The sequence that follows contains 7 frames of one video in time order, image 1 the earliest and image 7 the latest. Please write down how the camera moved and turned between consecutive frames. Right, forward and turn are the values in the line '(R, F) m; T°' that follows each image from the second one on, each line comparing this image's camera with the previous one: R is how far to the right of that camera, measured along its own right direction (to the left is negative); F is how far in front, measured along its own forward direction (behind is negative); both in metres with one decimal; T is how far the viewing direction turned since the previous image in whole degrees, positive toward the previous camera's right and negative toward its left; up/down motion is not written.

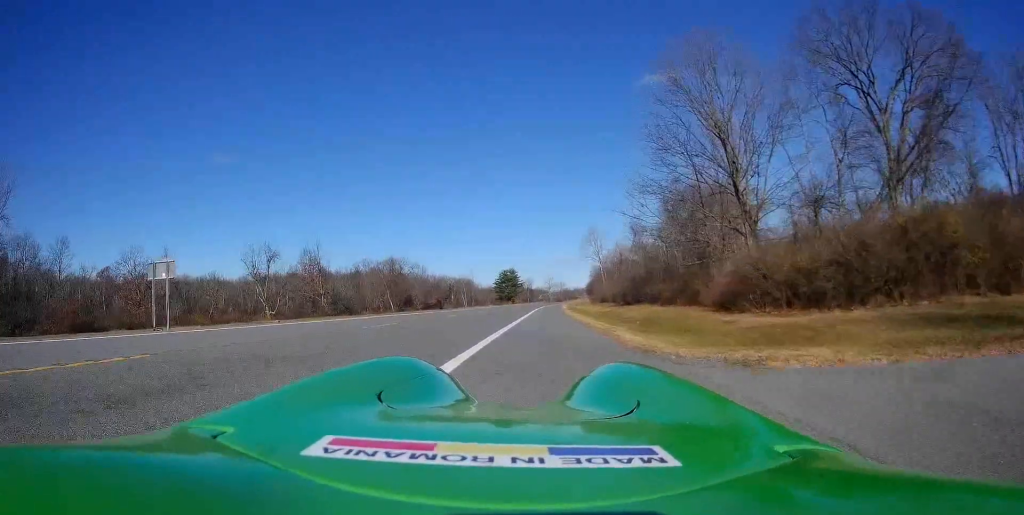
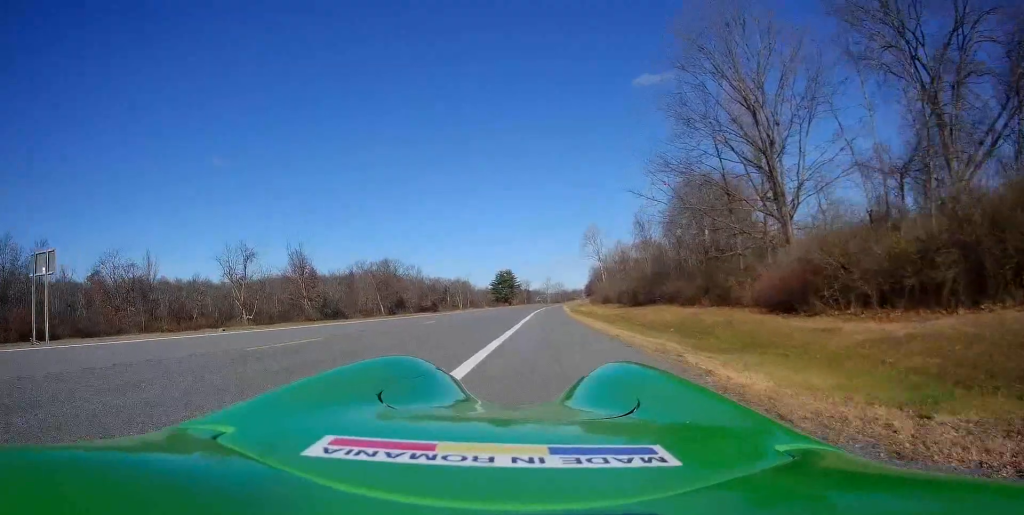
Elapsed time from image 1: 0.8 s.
(+0.3, +6.2) m; +2°
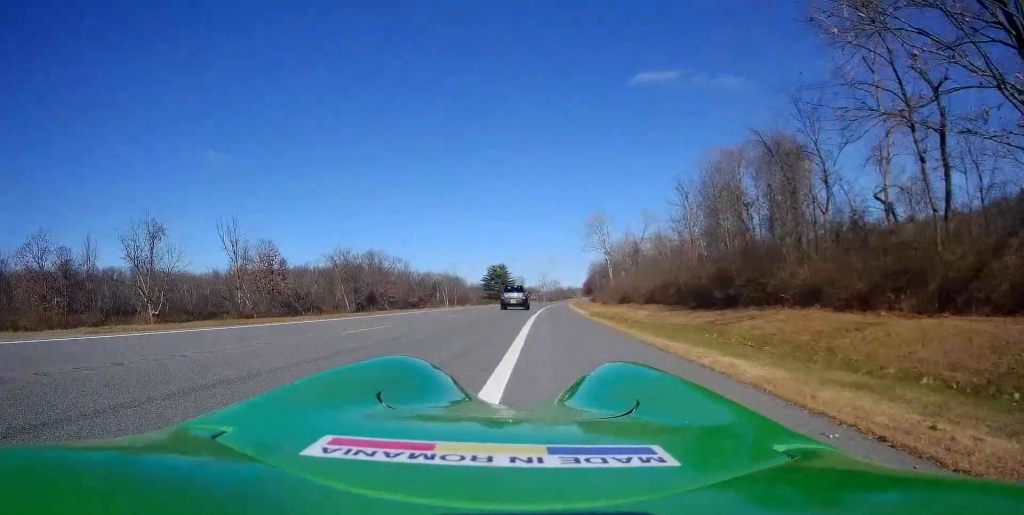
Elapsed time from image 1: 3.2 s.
(-0.7, +20.3) m; -1°
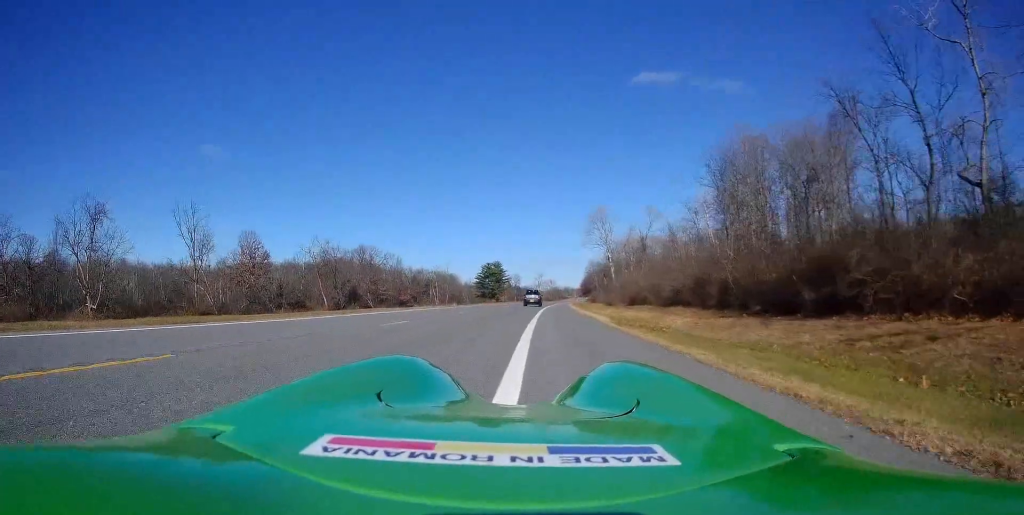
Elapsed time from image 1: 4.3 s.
(+0.3, +9.0) m; +2°
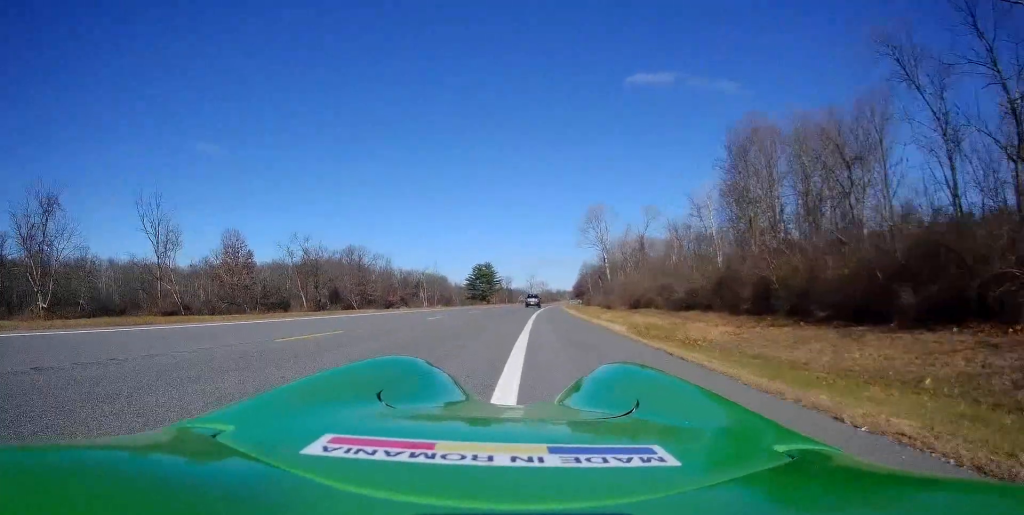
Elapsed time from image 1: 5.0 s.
(0.0, +5.6) m; 0°
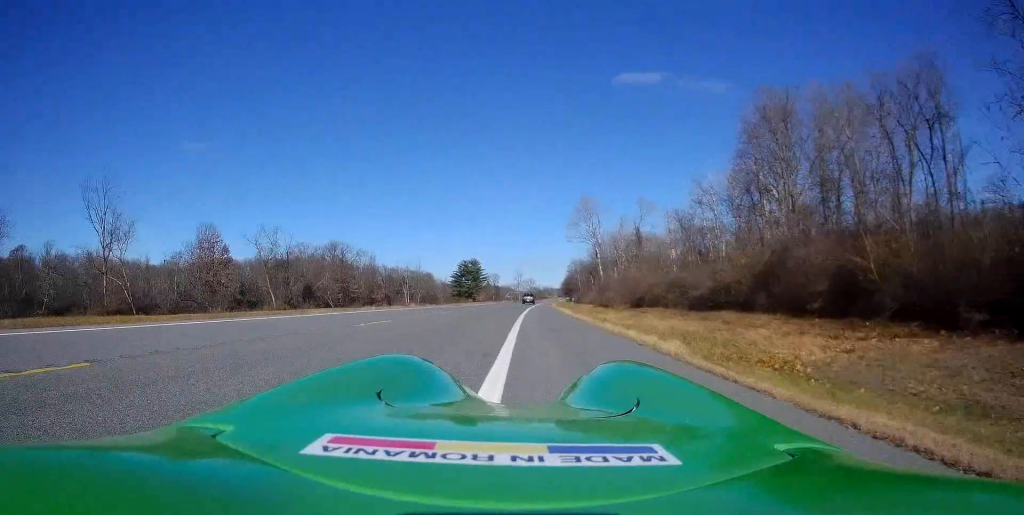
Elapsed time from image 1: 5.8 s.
(0.0, +7.0) m; -2°
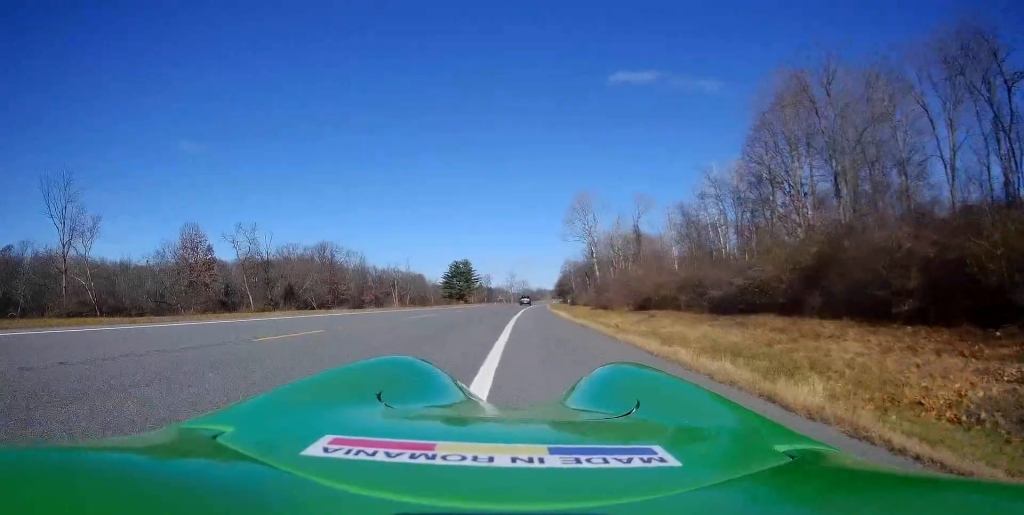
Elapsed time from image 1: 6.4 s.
(-0.2, +4.9) m; 0°
